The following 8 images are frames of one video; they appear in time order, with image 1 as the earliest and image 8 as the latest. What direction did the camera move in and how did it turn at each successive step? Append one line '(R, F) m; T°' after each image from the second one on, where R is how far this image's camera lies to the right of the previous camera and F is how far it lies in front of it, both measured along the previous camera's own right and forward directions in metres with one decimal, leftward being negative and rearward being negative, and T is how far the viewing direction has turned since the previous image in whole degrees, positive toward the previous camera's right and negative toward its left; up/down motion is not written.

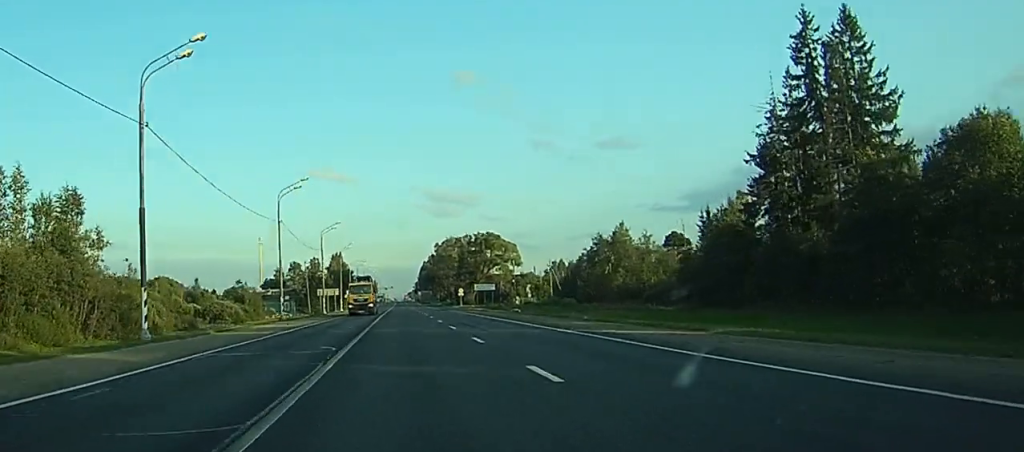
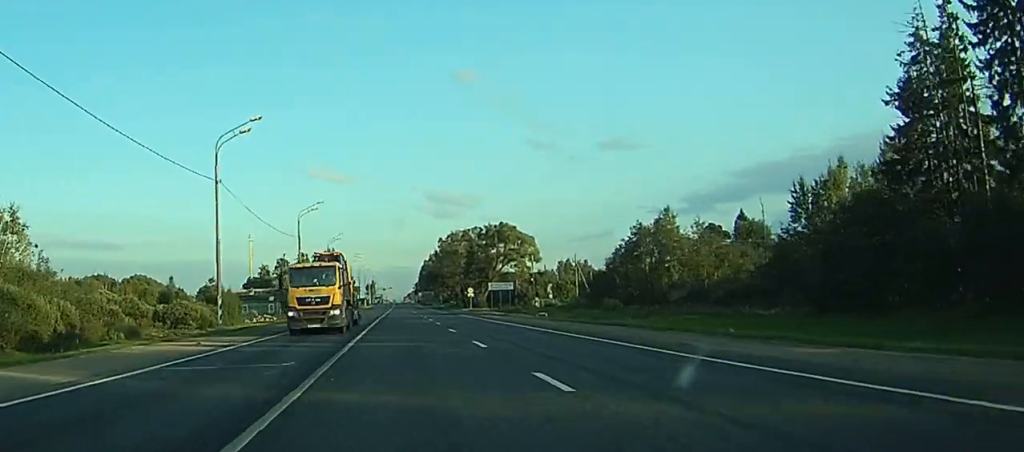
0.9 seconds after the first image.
(+0.6, +22.2) m; +2°
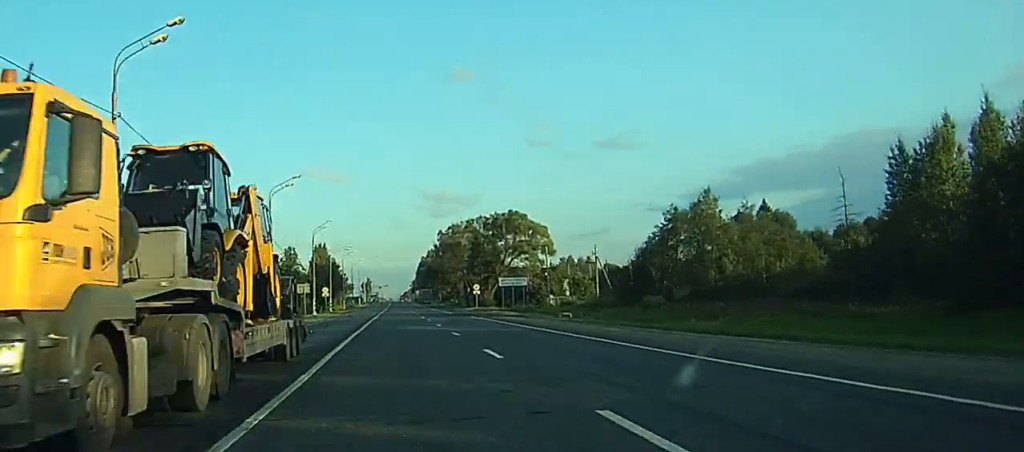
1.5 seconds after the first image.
(0.0, +17.2) m; 0°
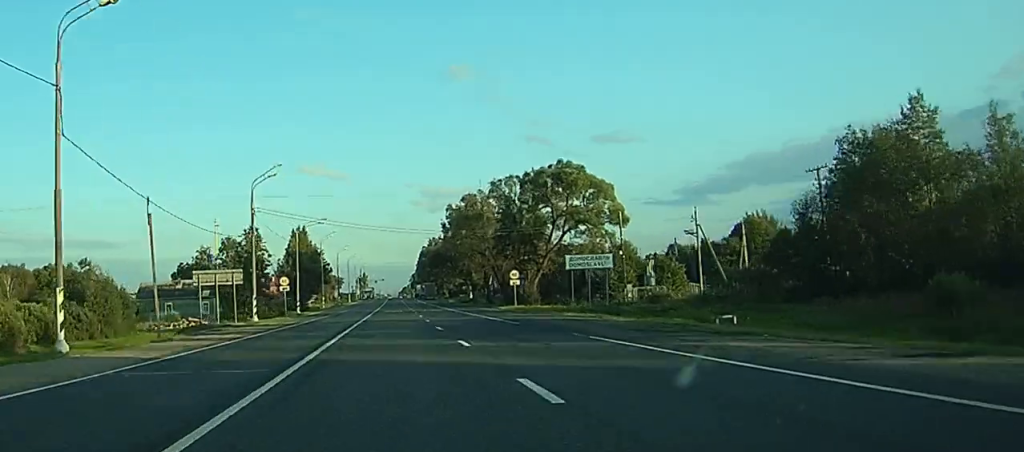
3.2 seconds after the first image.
(+0.2, +52.0) m; 0°
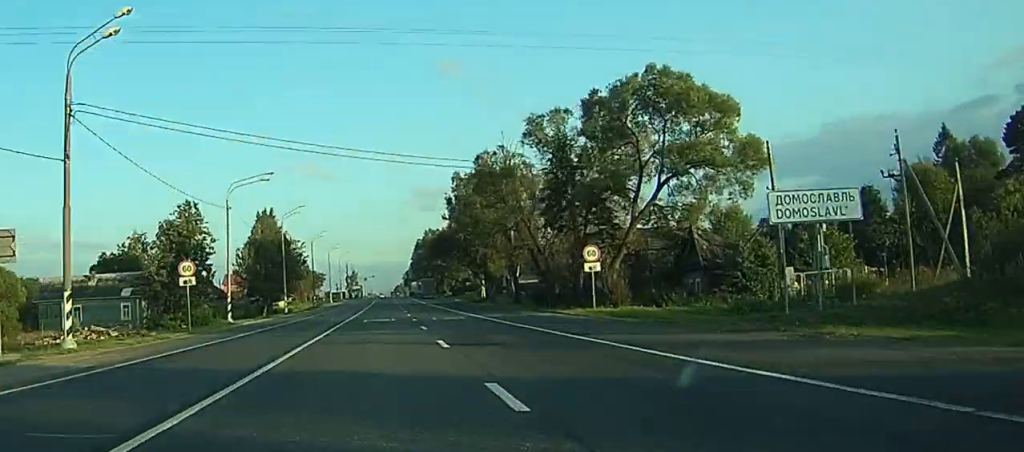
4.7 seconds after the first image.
(0.0, +39.7) m; 0°
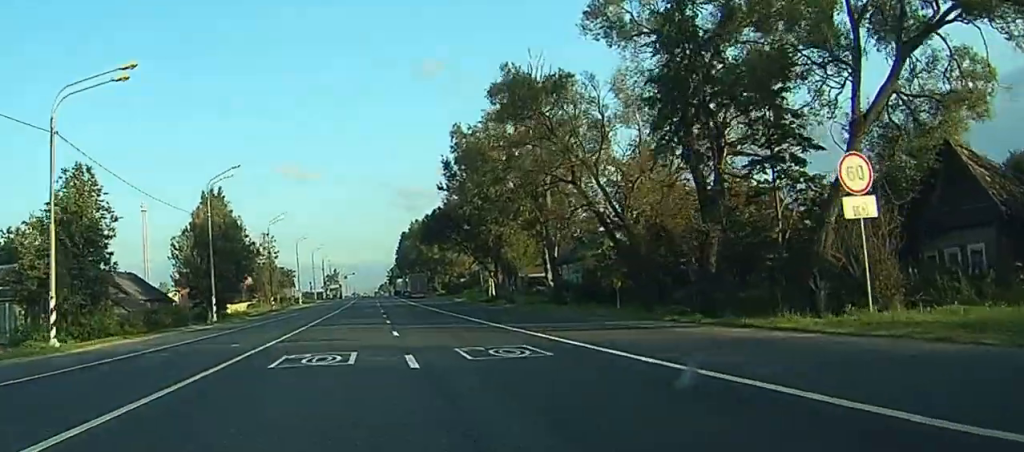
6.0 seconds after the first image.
(+0.1, +28.9) m; 0°
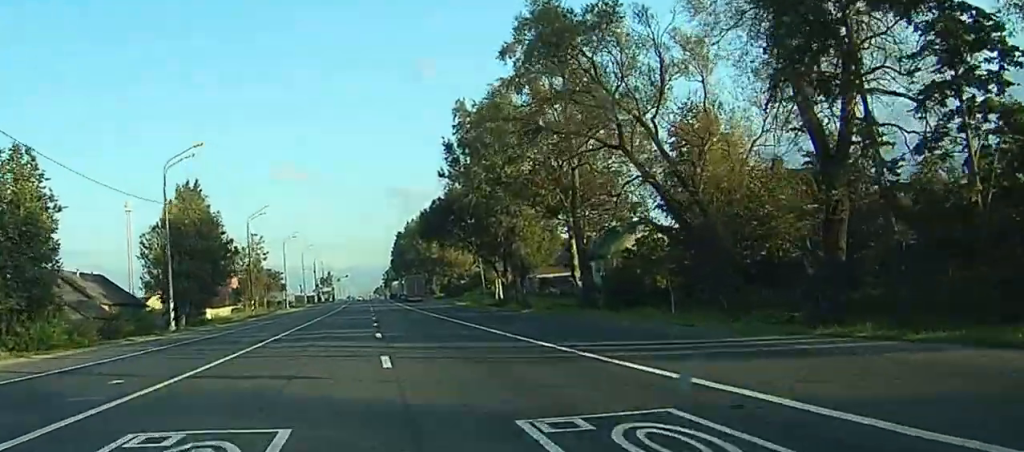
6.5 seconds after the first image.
(0.0, +11.3) m; 0°
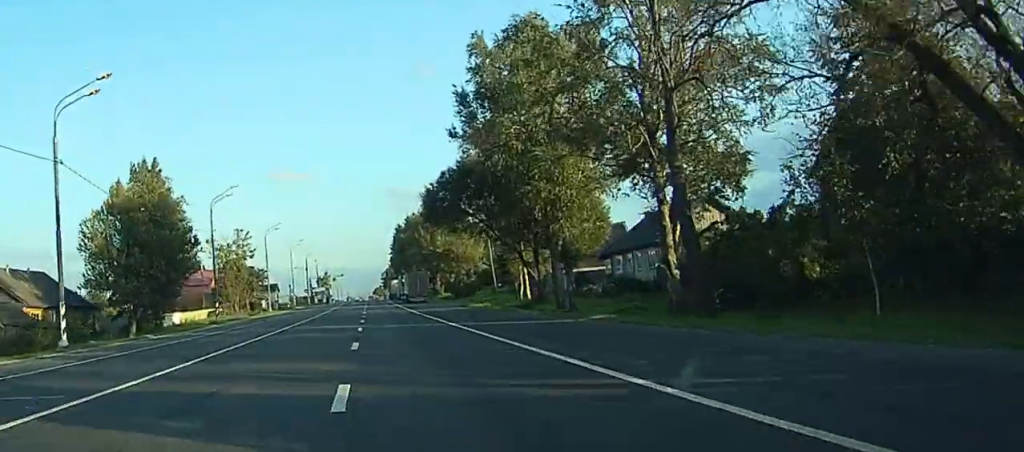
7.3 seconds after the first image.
(+0.1, +19.5) m; 0°
